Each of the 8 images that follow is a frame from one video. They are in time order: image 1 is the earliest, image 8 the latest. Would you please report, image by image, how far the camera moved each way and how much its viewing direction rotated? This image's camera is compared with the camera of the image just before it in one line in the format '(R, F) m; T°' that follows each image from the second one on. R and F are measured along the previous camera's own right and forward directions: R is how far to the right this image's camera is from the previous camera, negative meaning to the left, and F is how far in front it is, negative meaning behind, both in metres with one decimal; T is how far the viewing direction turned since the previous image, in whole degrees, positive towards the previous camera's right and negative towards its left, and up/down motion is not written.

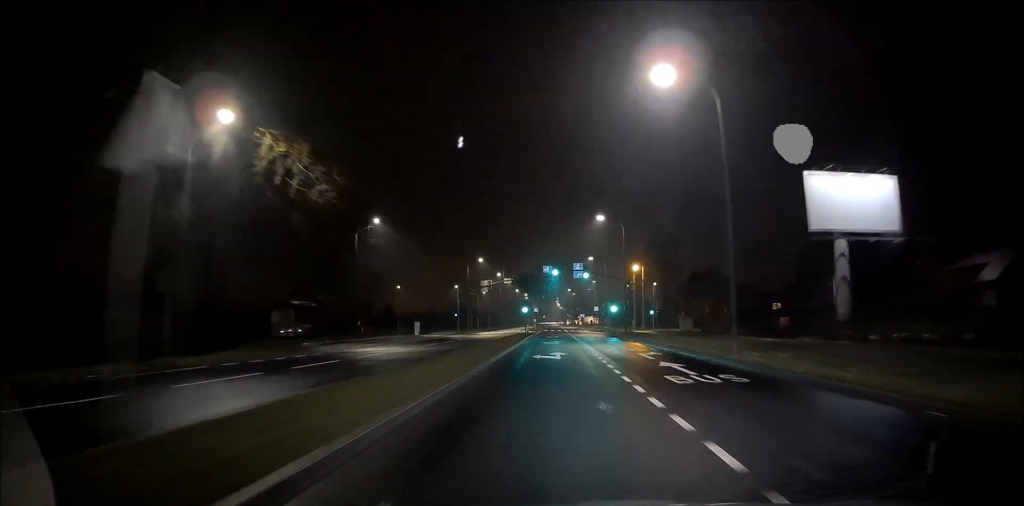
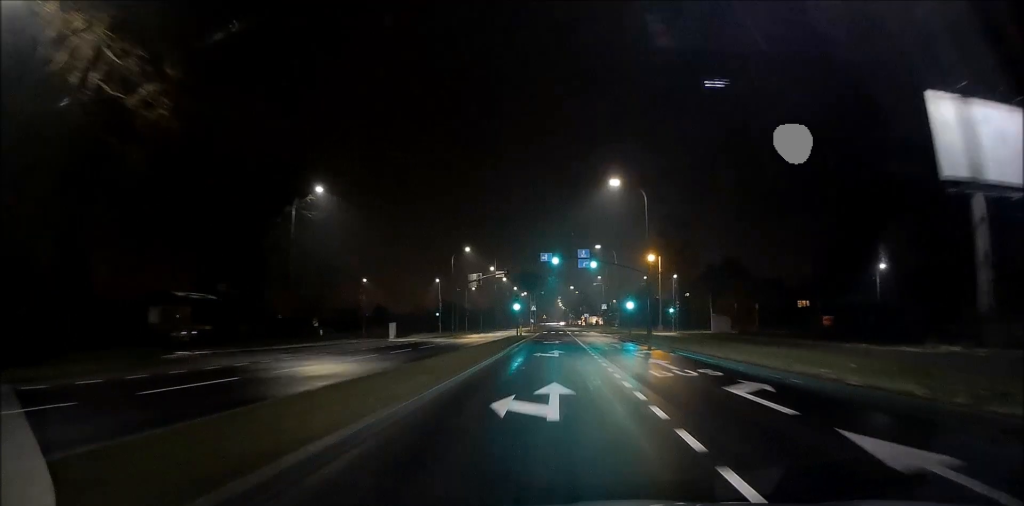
(+0.3, +13.2) m; 0°
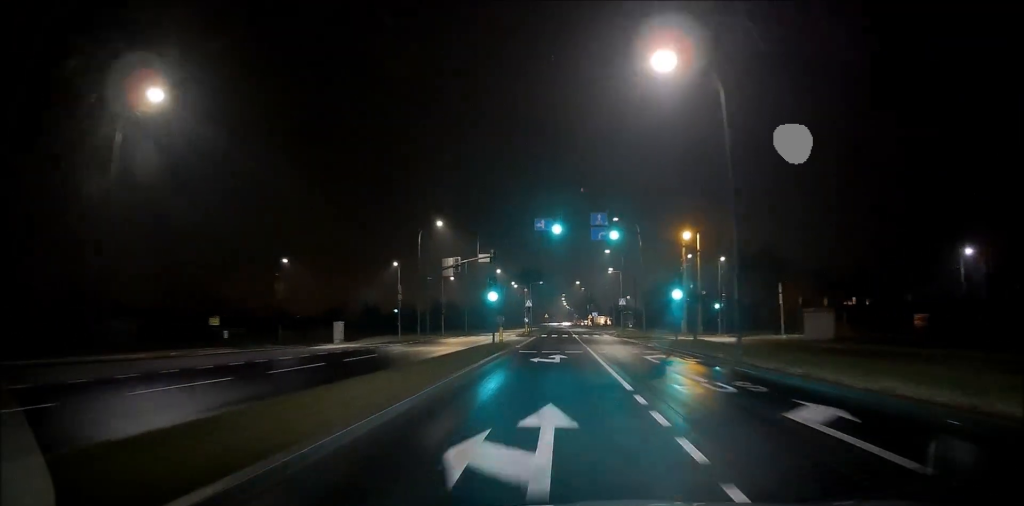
(-0.3, +18.4) m; 0°
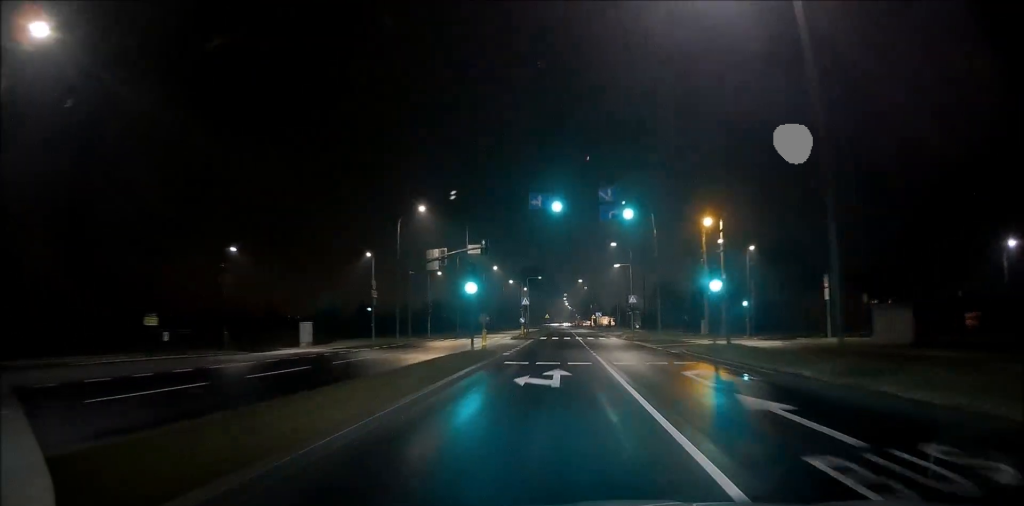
(+0.2, +7.3) m; 0°
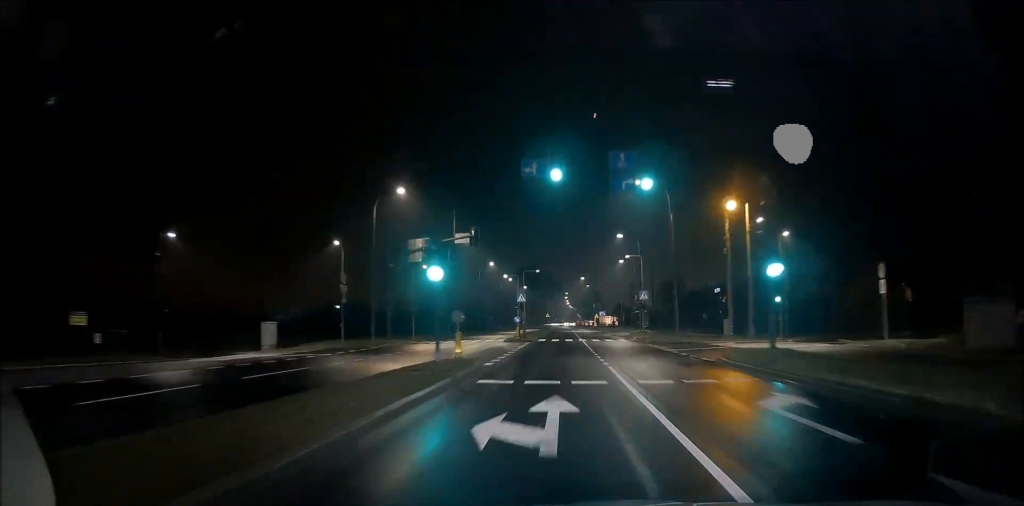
(+0.2, +6.3) m; 0°
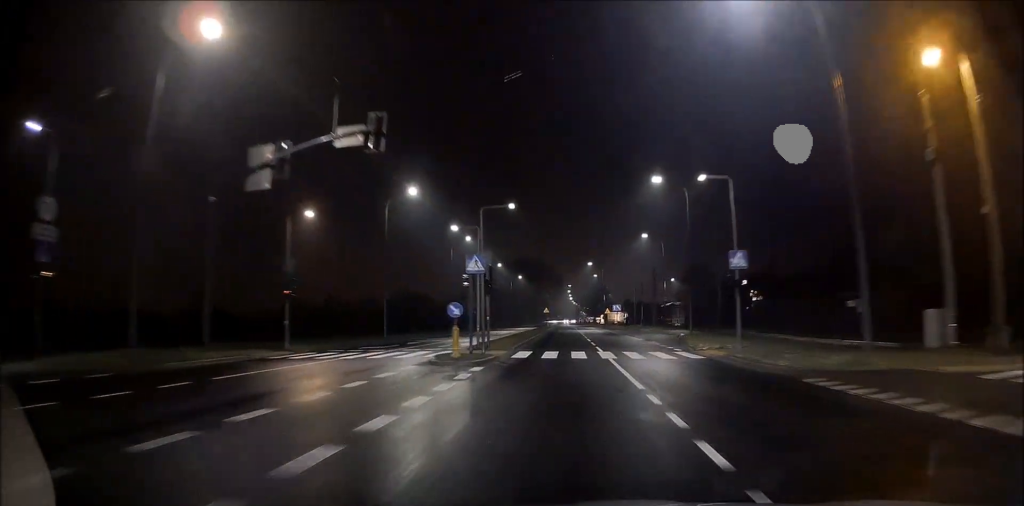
(-0.7, +22.8) m; -1°
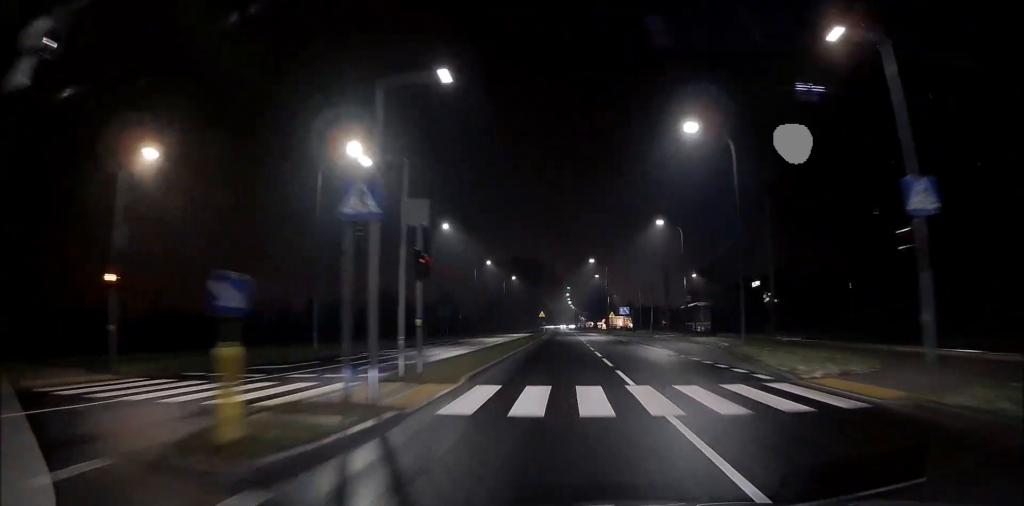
(+0.1, +11.2) m; +1°
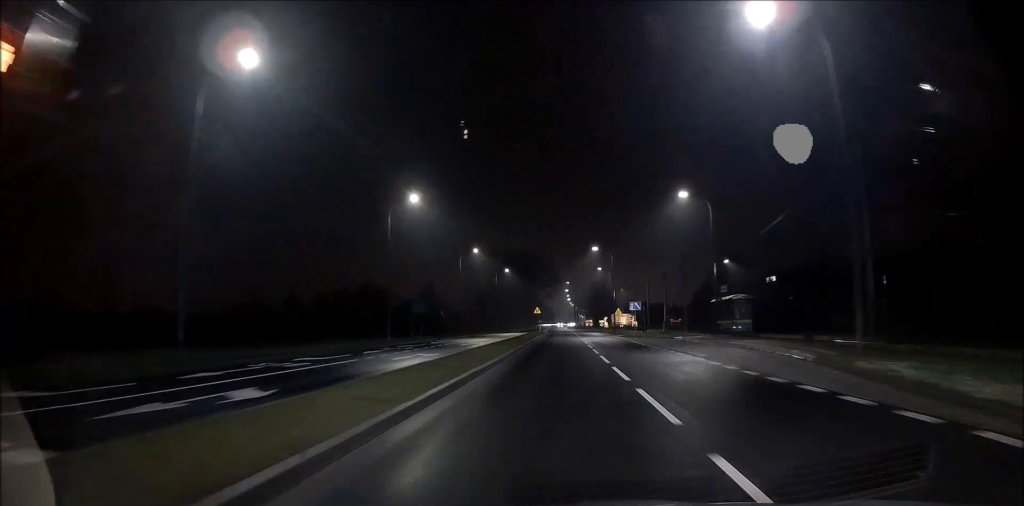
(+0.3, +10.8) m; 0°
